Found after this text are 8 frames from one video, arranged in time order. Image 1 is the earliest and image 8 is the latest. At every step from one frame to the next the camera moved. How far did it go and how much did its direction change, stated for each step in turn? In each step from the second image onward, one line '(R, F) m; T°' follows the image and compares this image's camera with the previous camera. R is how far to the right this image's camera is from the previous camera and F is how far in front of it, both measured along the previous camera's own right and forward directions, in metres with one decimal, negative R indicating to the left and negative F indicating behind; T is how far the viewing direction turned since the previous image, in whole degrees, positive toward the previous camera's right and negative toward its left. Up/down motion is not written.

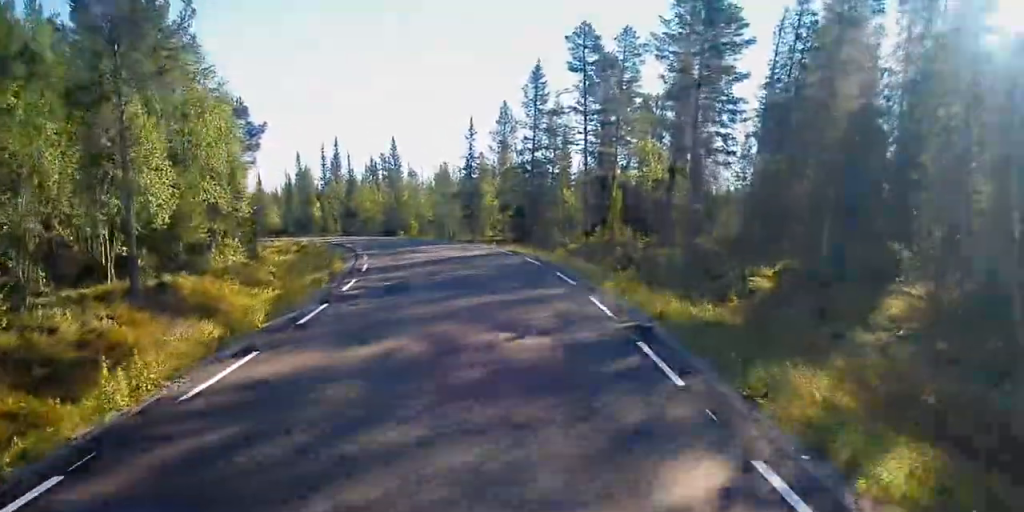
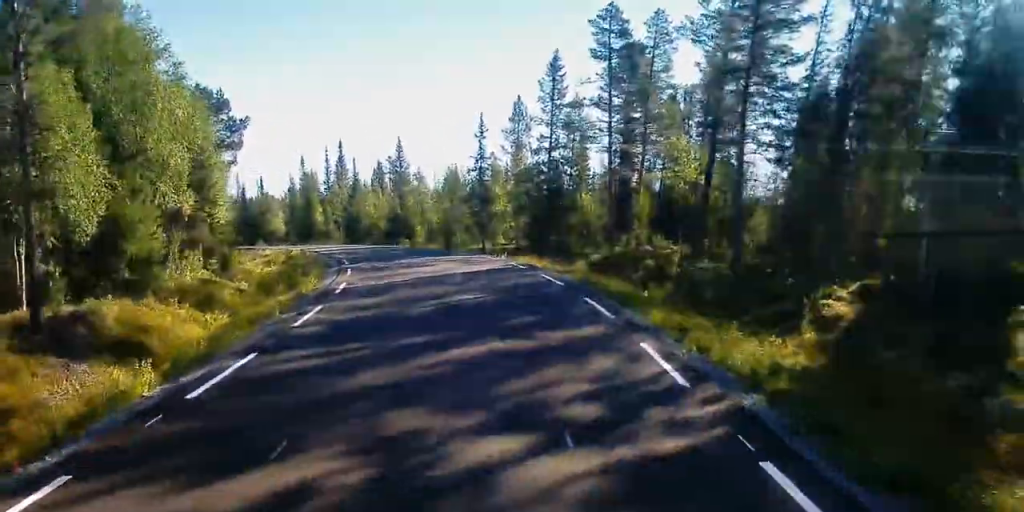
(0.0, +6.0) m; -2°
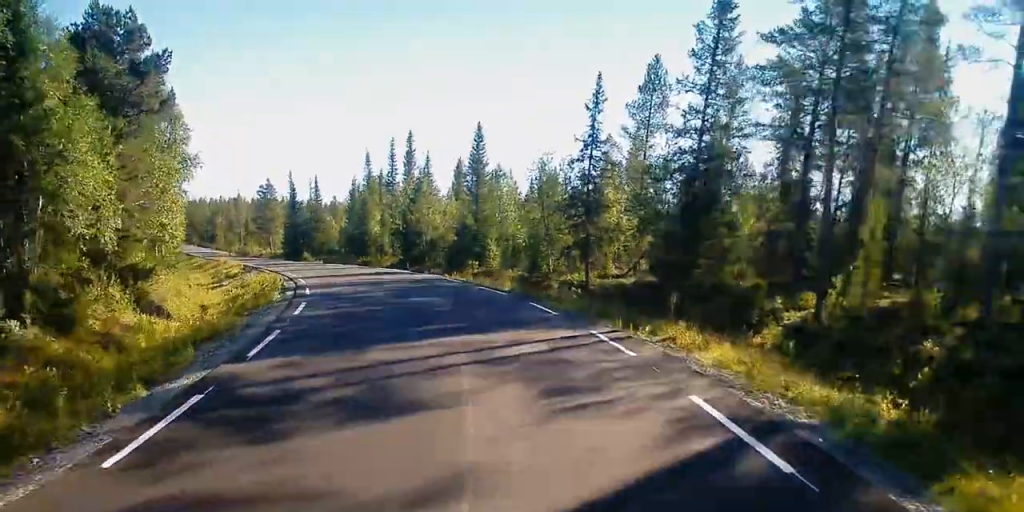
(-1.4, +20.8) m; -7°
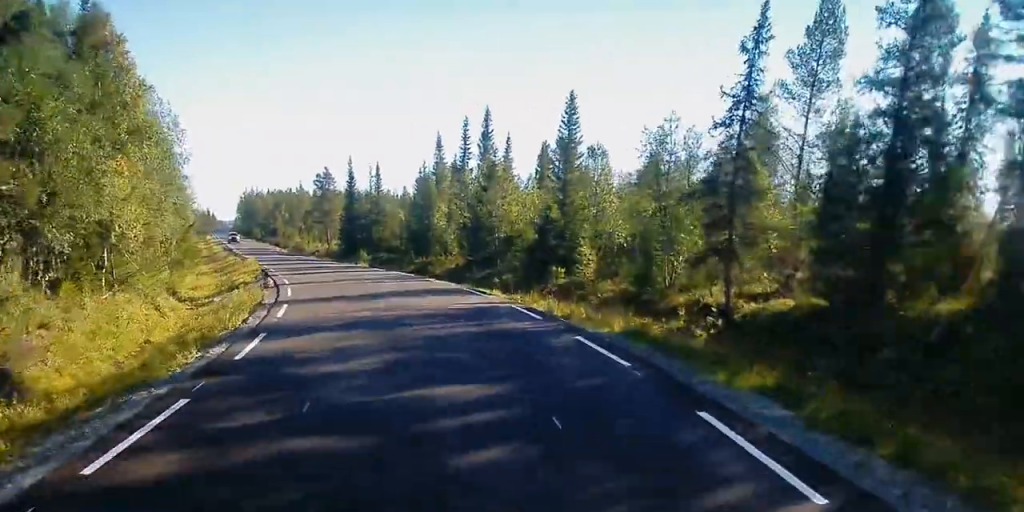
(-0.1, +12.5) m; -3°
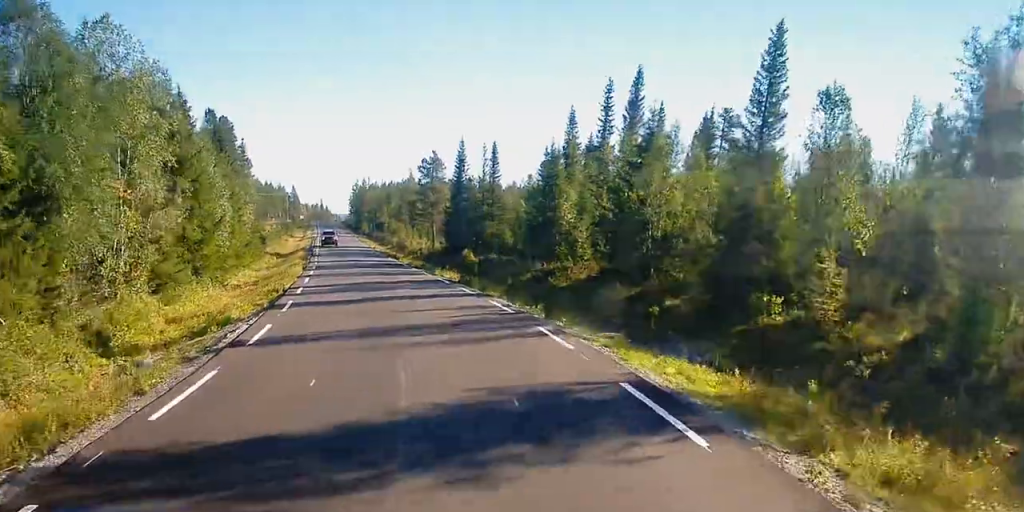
(-0.9, +16.0) m; -9°
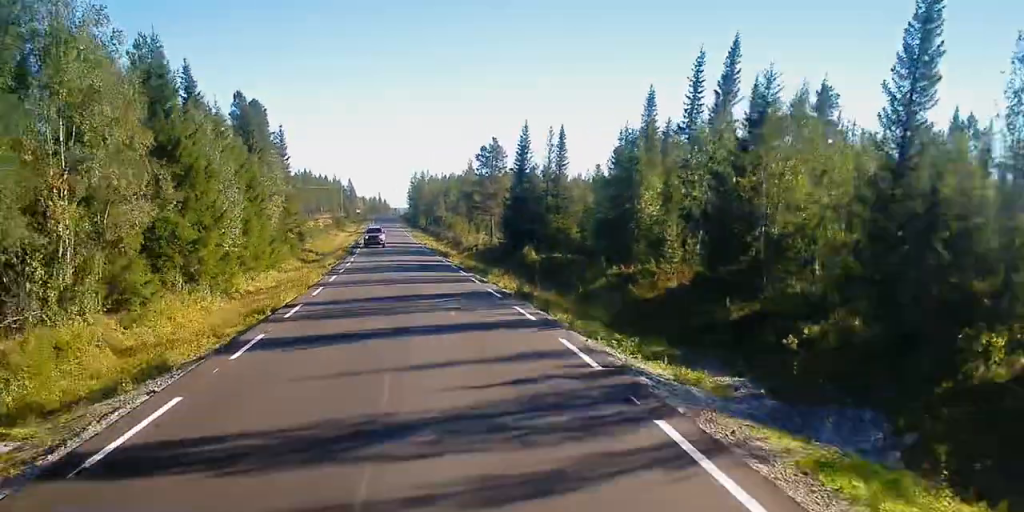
(-0.6, +8.0) m; -5°
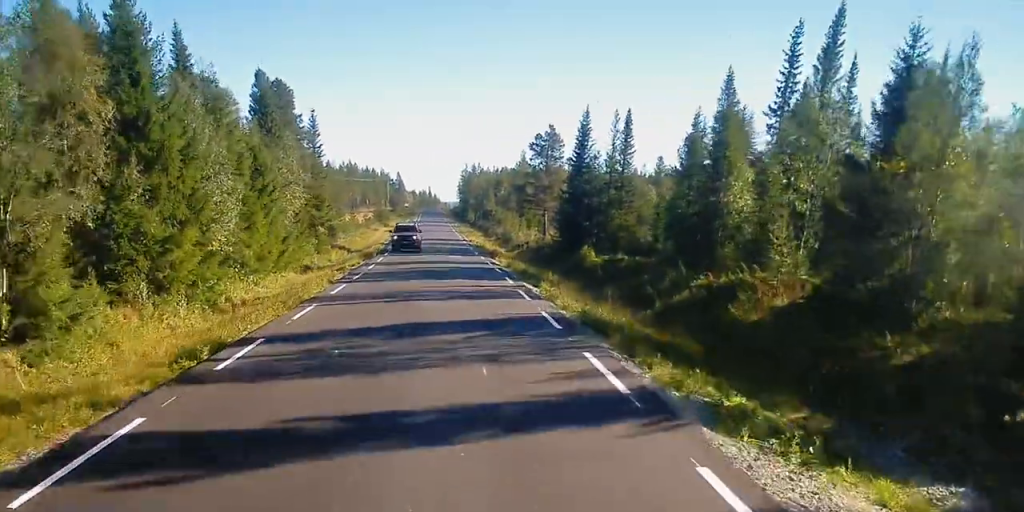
(-0.3, +7.6) m; -3°
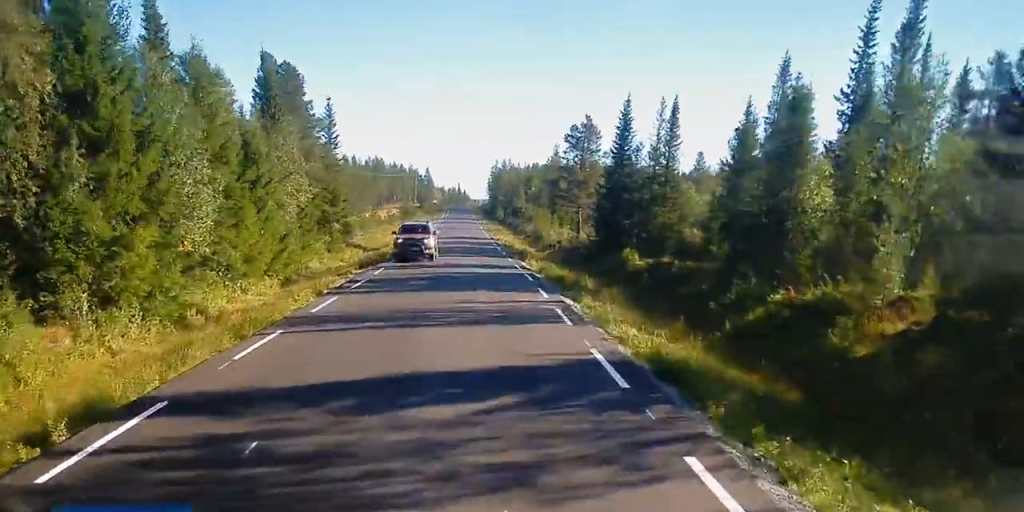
(-0.2, +5.6) m; -1°
